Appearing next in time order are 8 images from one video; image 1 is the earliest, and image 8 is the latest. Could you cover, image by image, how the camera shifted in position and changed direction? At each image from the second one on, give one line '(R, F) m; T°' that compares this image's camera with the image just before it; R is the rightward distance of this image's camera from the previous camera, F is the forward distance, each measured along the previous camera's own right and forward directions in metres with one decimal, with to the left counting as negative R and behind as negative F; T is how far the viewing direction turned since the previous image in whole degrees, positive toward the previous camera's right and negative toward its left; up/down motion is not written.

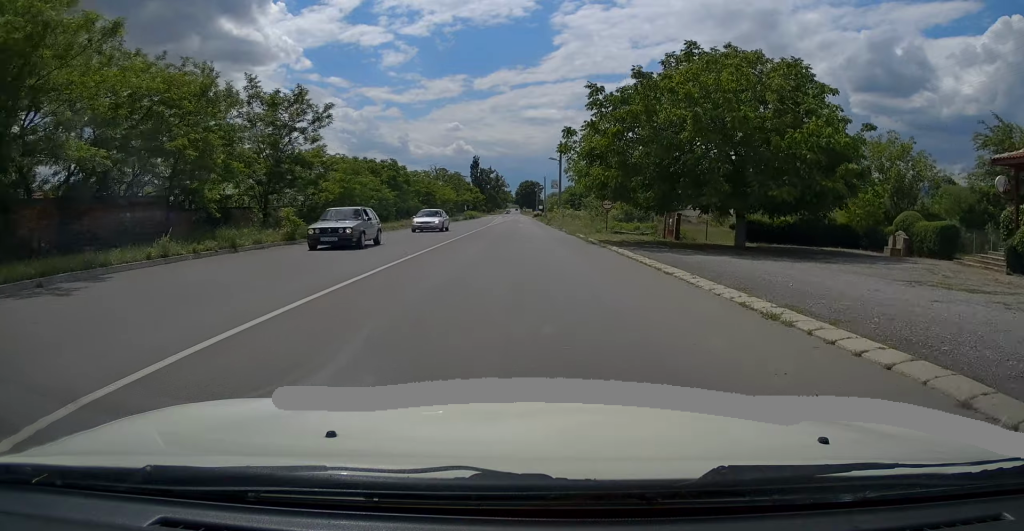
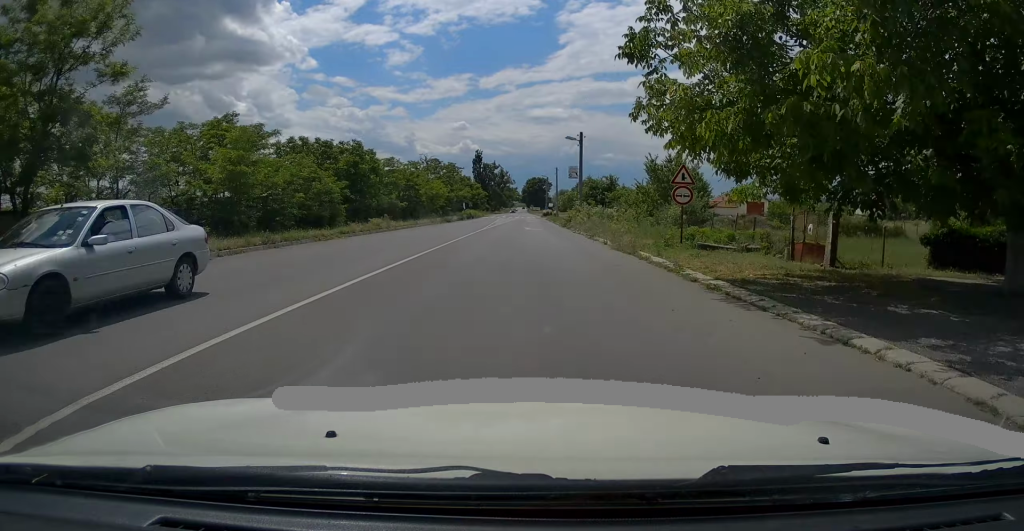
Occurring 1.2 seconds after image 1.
(-0.3, +16.3) m; -2°
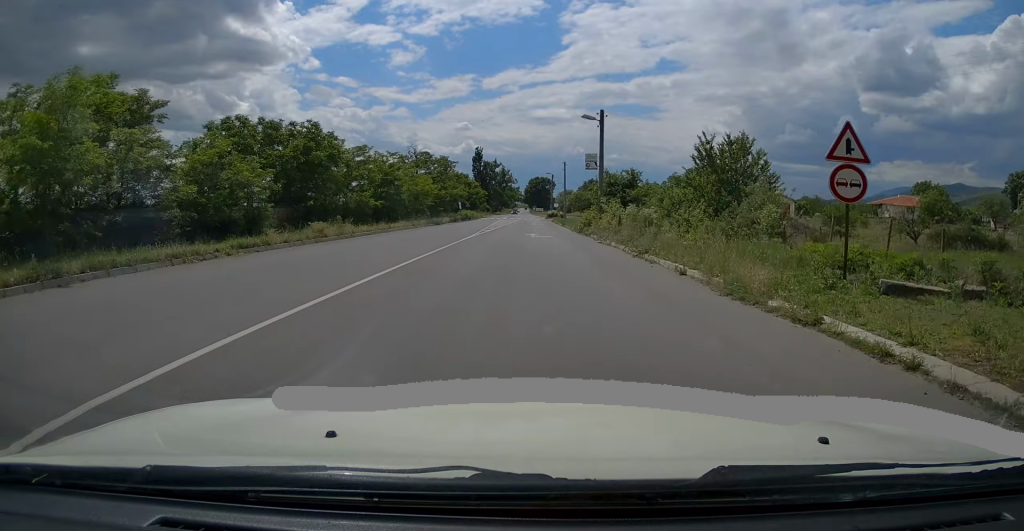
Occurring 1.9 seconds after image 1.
(-0.1, +10.7) m; 0°
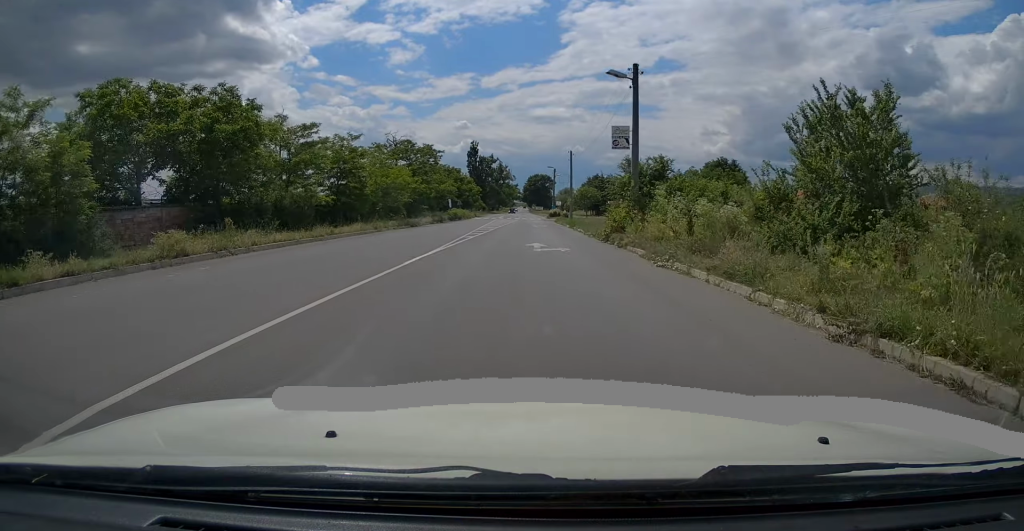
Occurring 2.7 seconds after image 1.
(0.0, +11.2) m; +1°
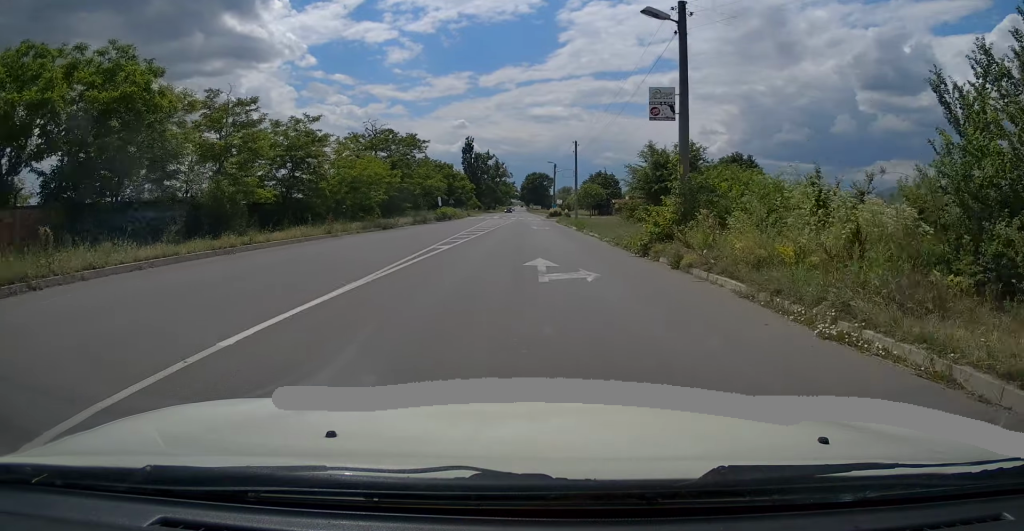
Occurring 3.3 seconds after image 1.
(+0.3, +7.9) m; 0°
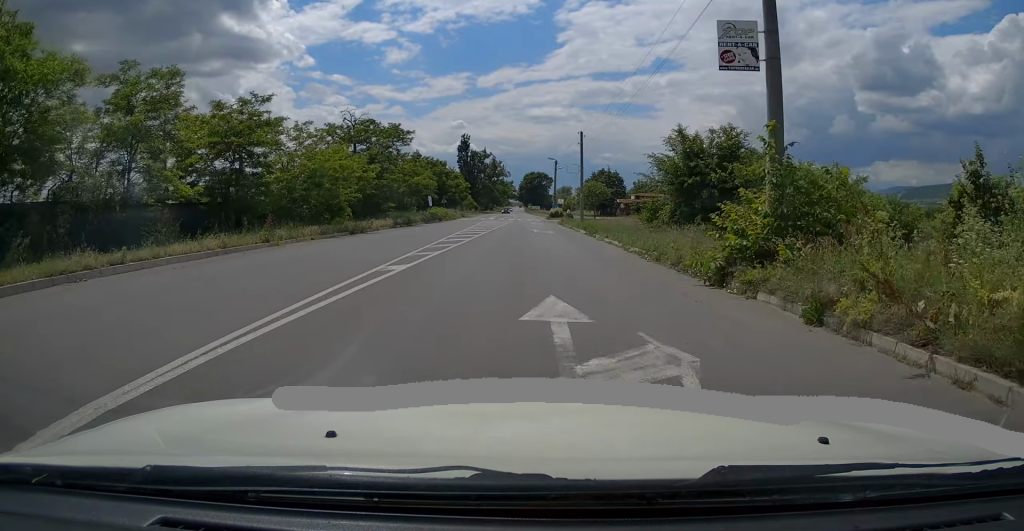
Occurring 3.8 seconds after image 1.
(0.0, +6.5) m; 0°
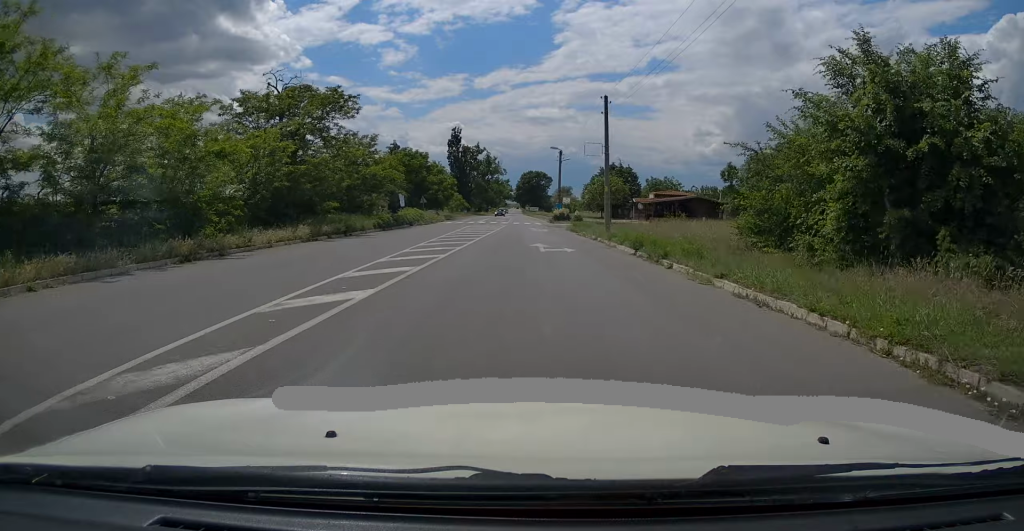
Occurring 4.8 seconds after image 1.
(-0.2, +14.9) m; 0°
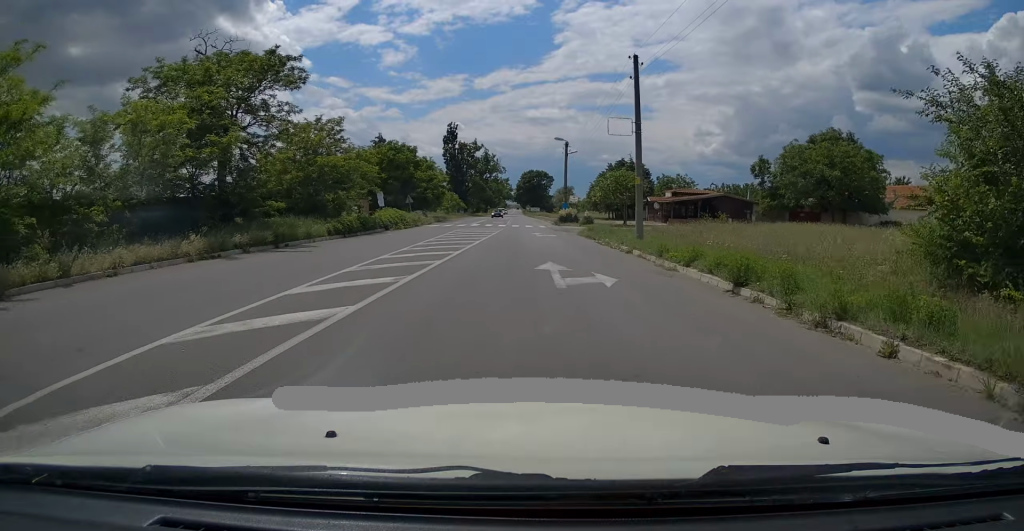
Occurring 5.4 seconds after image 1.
(+0.2, +8.4) m; 0°
